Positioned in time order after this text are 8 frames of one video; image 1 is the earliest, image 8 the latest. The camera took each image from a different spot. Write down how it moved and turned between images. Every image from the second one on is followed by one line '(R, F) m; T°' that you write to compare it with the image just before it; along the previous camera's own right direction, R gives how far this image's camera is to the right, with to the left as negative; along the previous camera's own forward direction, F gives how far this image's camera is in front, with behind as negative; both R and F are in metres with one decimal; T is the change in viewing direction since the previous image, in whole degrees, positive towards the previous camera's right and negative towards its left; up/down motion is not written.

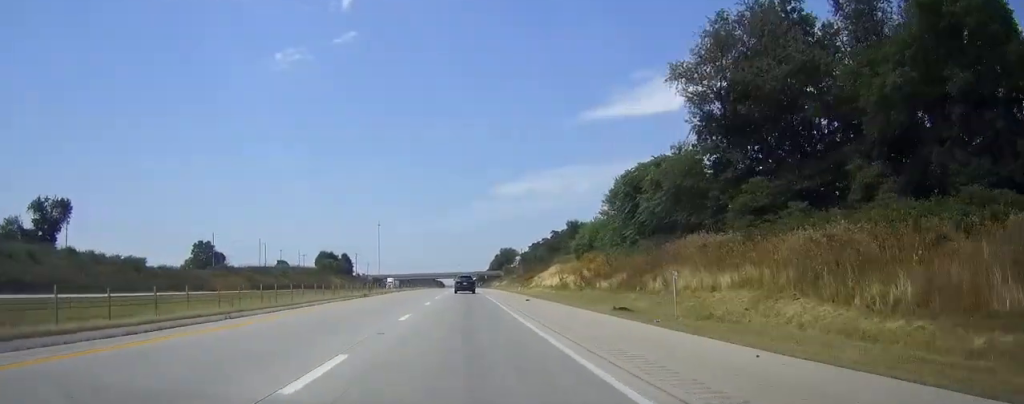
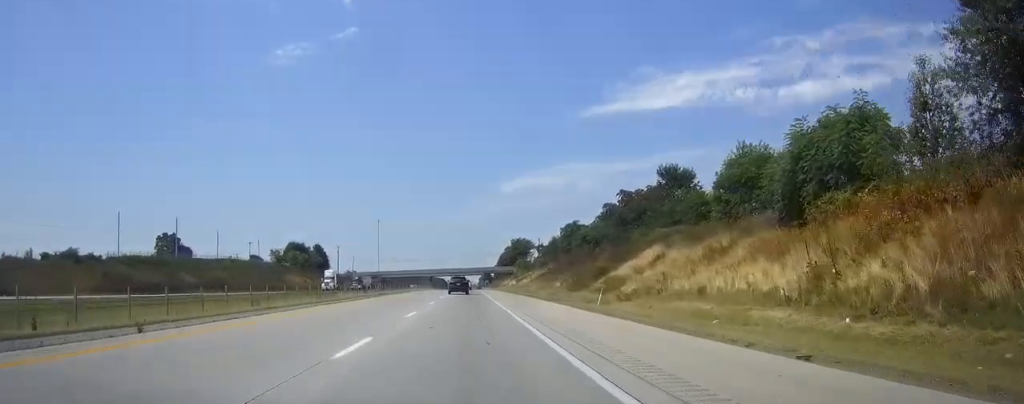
(0.0, +56.6) m; 0°
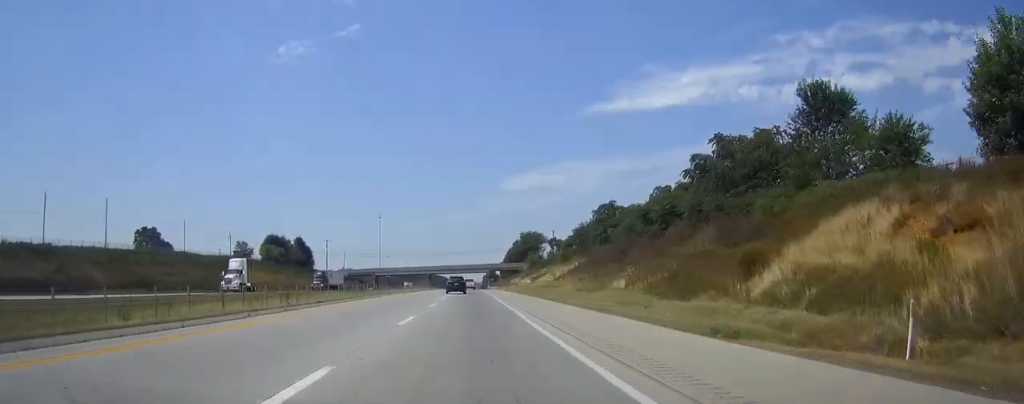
(+0.1, +28.9) m; 0°
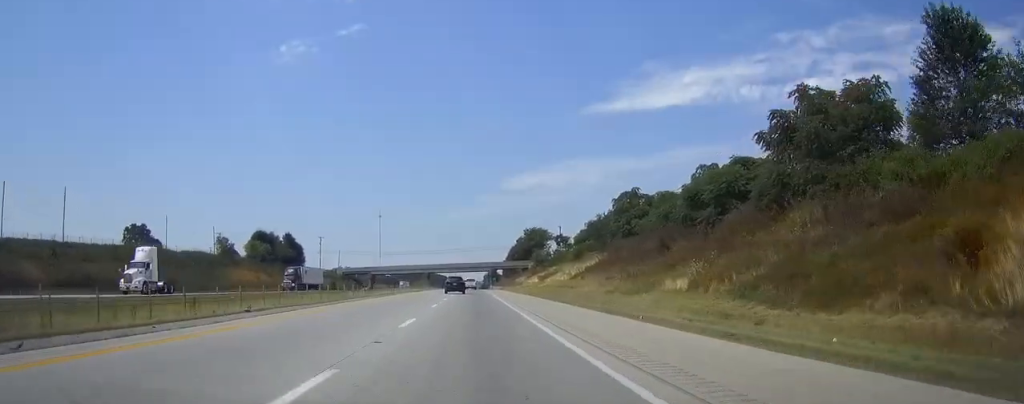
(-0.1, +12.9) m; 0°
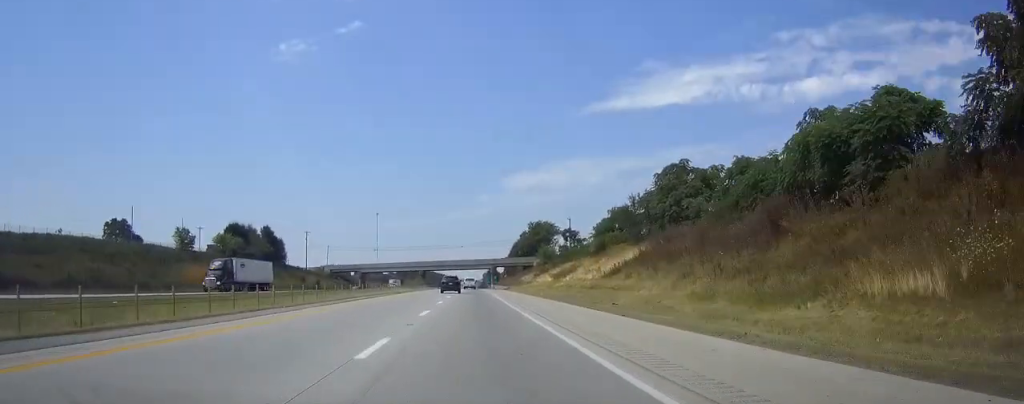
(-0.1, +19.3) m; 0°
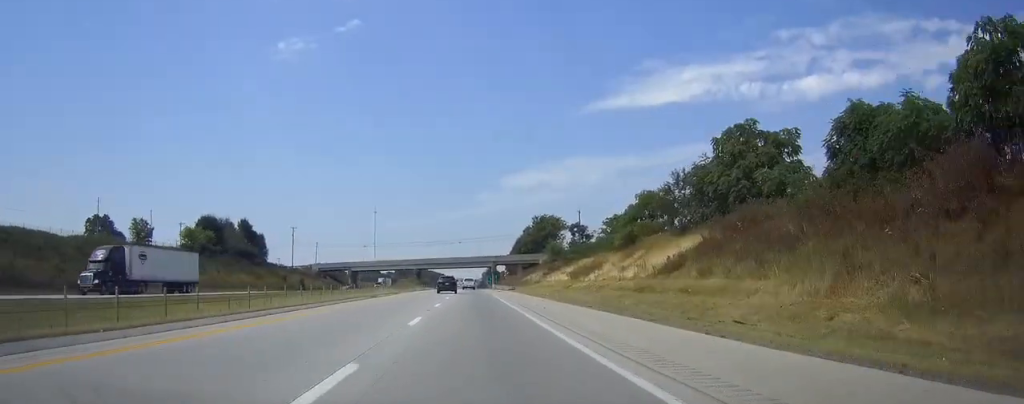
(0.0, +16.1) m; 0°
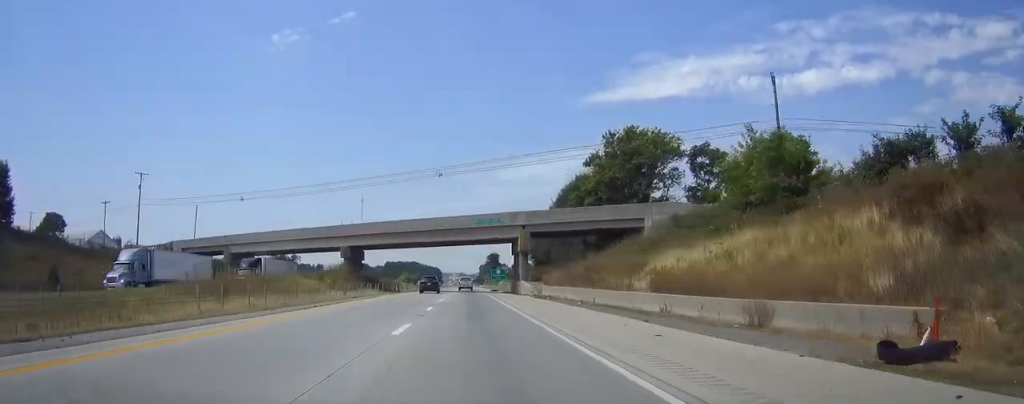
(-0.1, +100.2) m; 0°
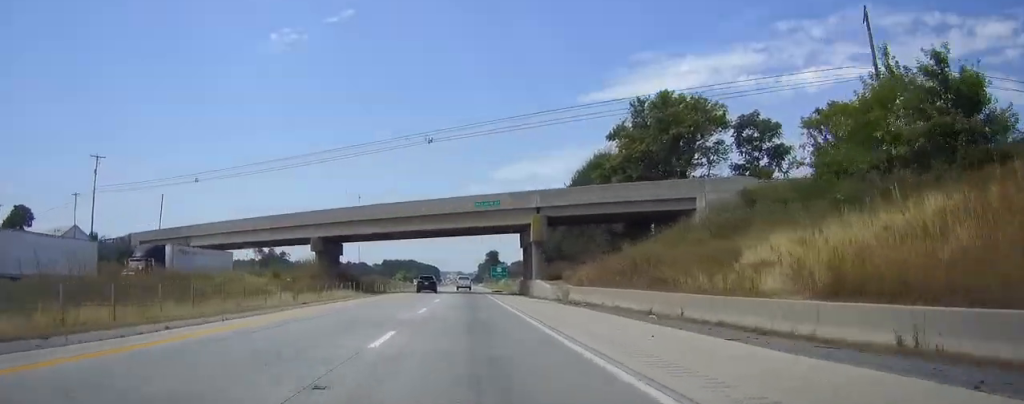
(0.0, +15.1) m; 0°
